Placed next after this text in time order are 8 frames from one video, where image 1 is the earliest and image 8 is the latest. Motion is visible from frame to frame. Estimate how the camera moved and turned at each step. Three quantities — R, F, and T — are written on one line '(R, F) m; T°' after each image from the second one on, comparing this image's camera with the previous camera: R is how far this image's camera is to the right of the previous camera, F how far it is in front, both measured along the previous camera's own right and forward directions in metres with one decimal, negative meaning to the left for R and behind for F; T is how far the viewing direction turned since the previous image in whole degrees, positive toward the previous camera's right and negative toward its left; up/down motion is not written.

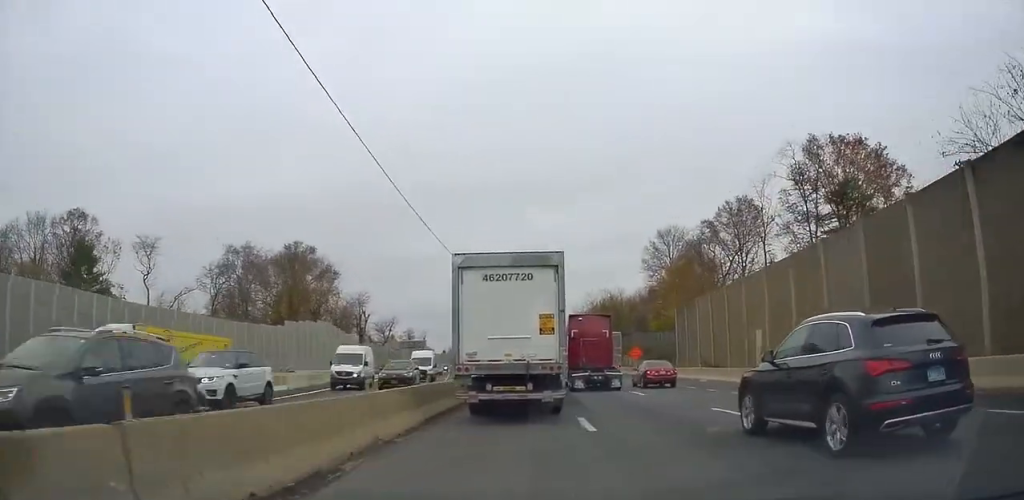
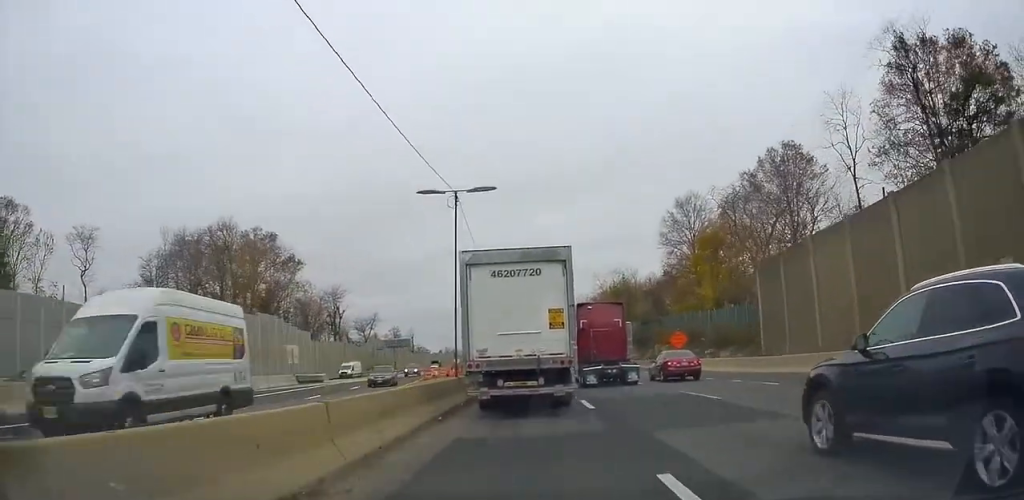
(0.0, +20.4) m; -2°
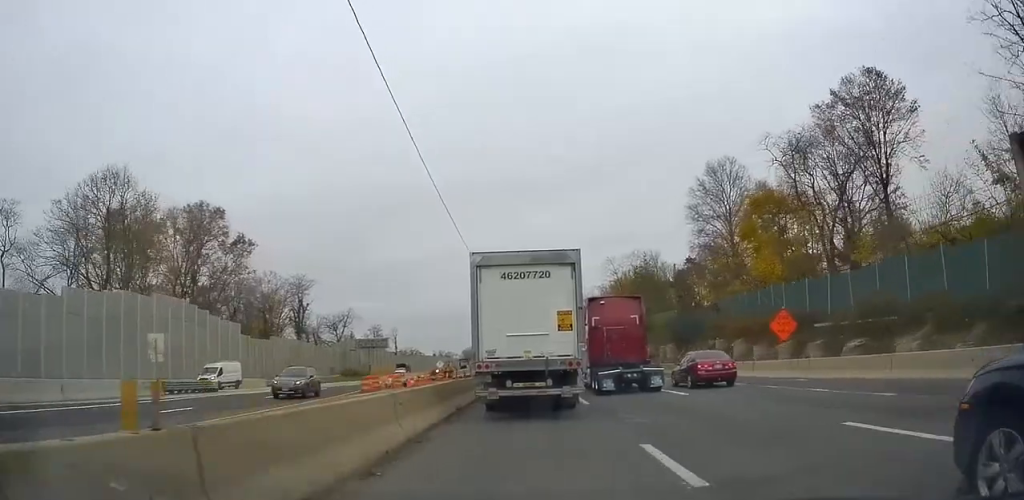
(-0.8, +22.0) m; 0°
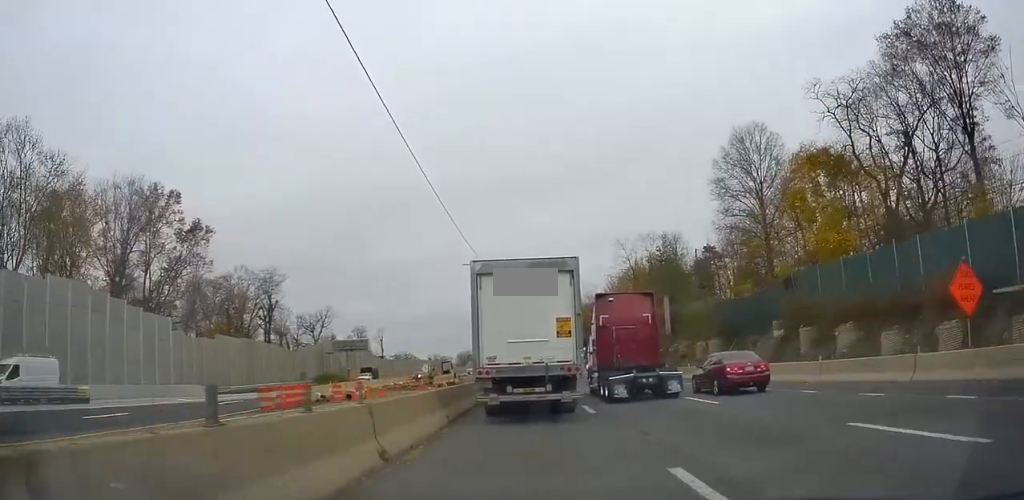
(+0.3, +14.3) m; 0°
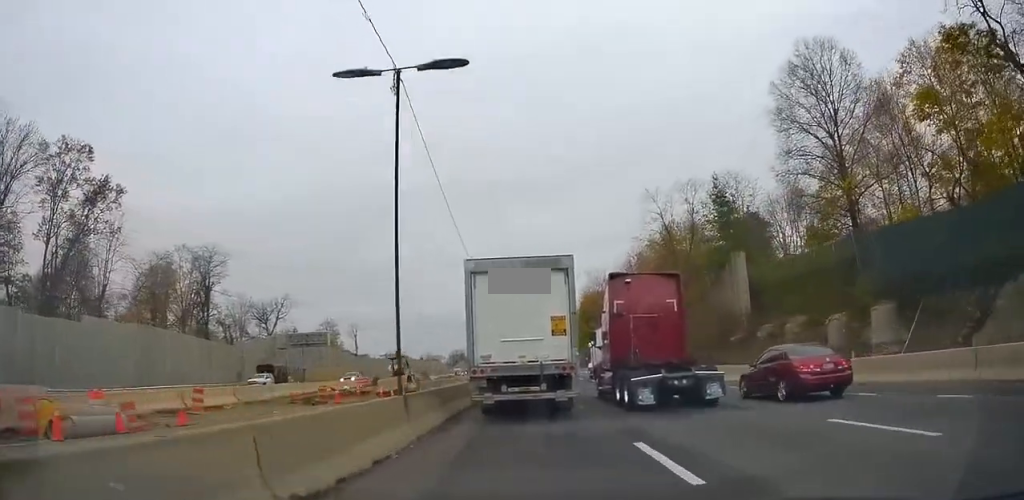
(+0.2, +22.2) m; 0°
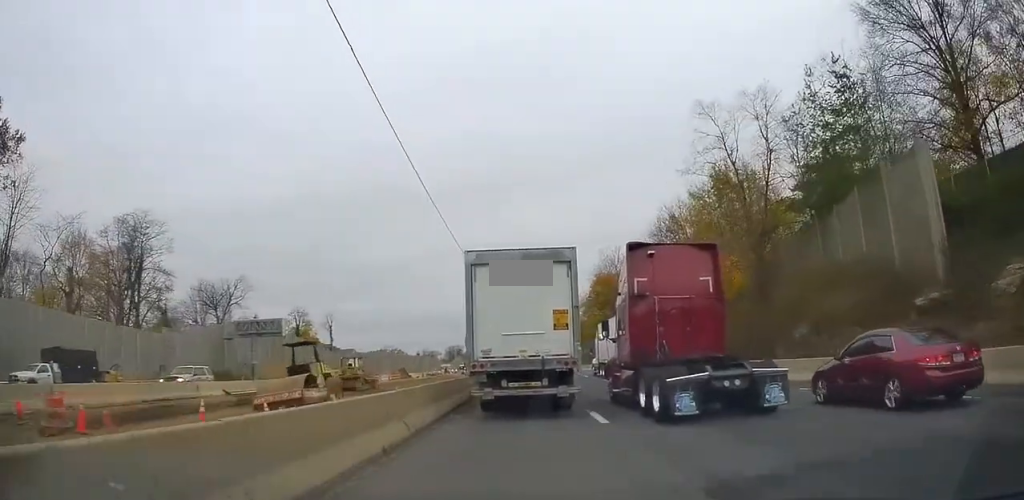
(-0.3, +18.8) m; -1°
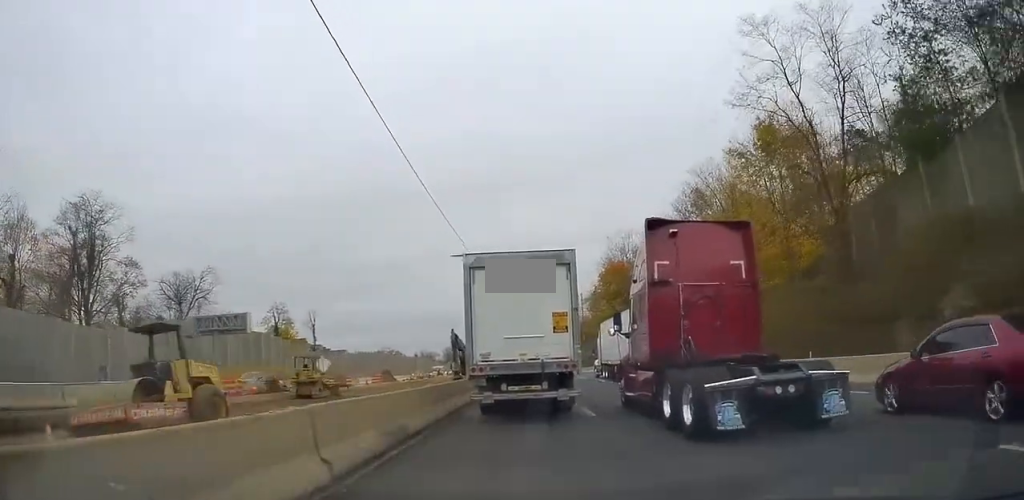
(0.0, +10.6) m; 0°
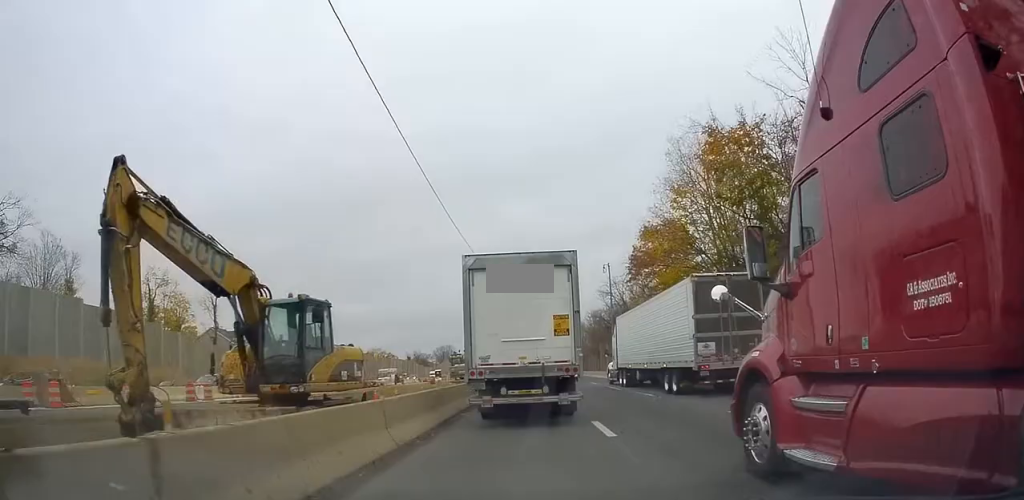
(+0.6, +40.8) m; +2°
